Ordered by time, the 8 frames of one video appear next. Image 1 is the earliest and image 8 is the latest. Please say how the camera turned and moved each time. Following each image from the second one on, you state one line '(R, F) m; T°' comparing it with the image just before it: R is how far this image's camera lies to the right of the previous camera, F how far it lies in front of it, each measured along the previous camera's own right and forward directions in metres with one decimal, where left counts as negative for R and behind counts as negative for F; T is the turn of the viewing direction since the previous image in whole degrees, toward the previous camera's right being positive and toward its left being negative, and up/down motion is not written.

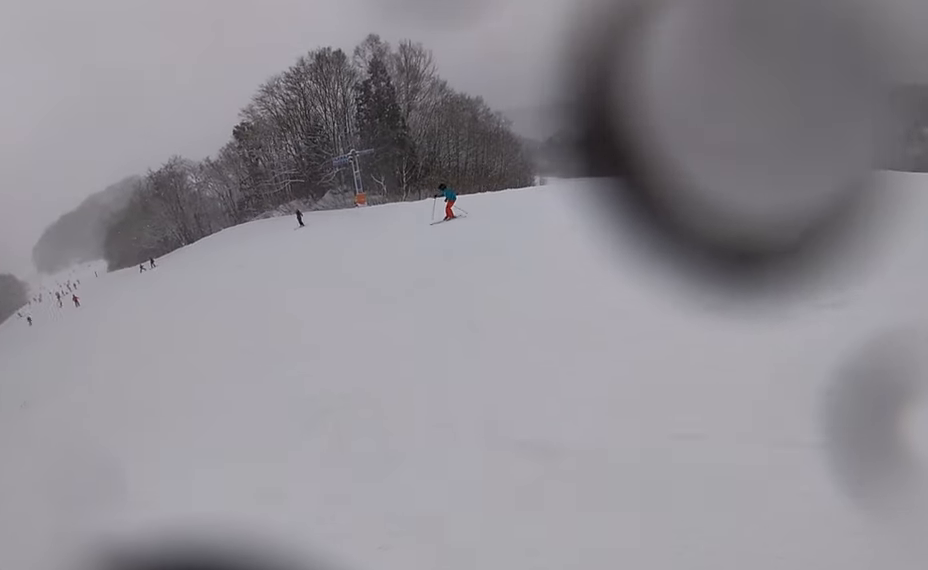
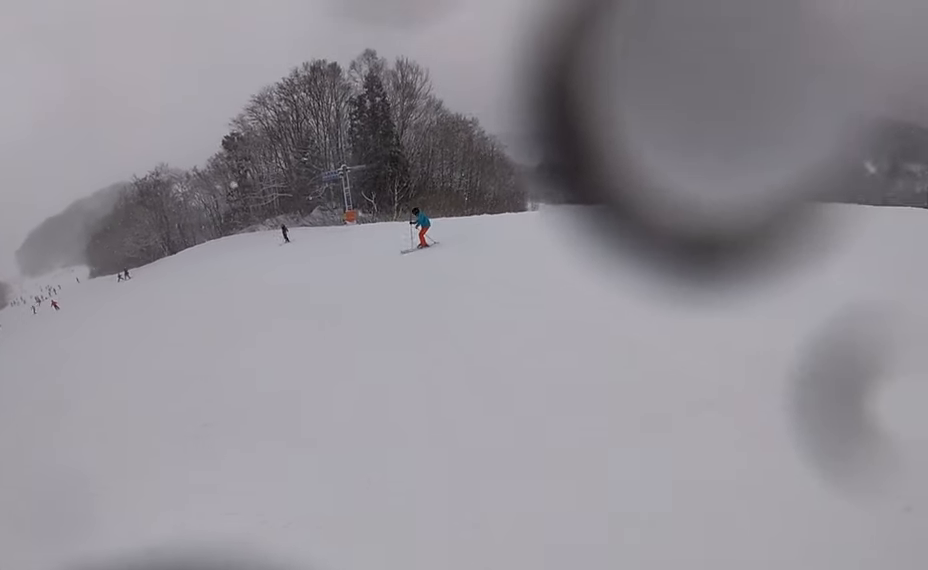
(0.0, +1.9) m; -4°
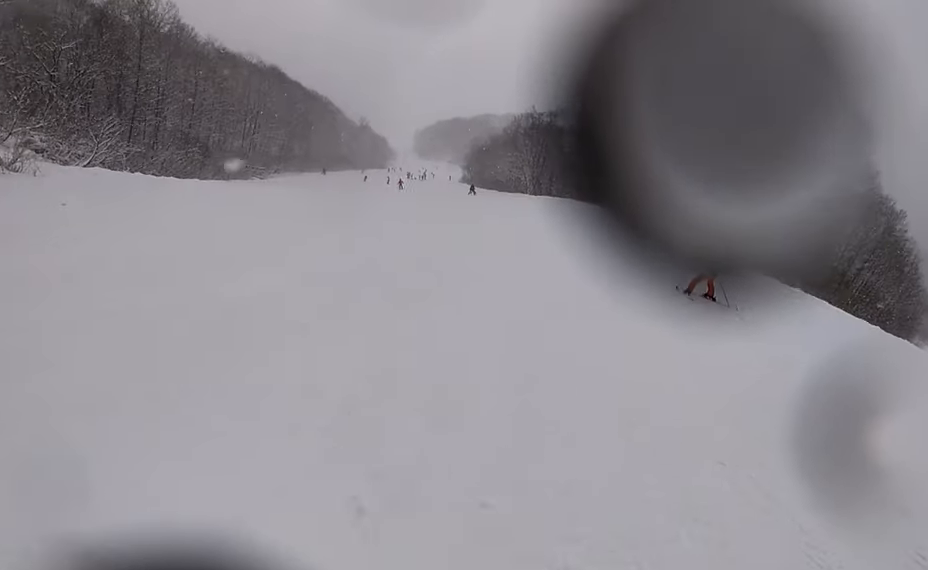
(-0.5, +4.7) m; -8°
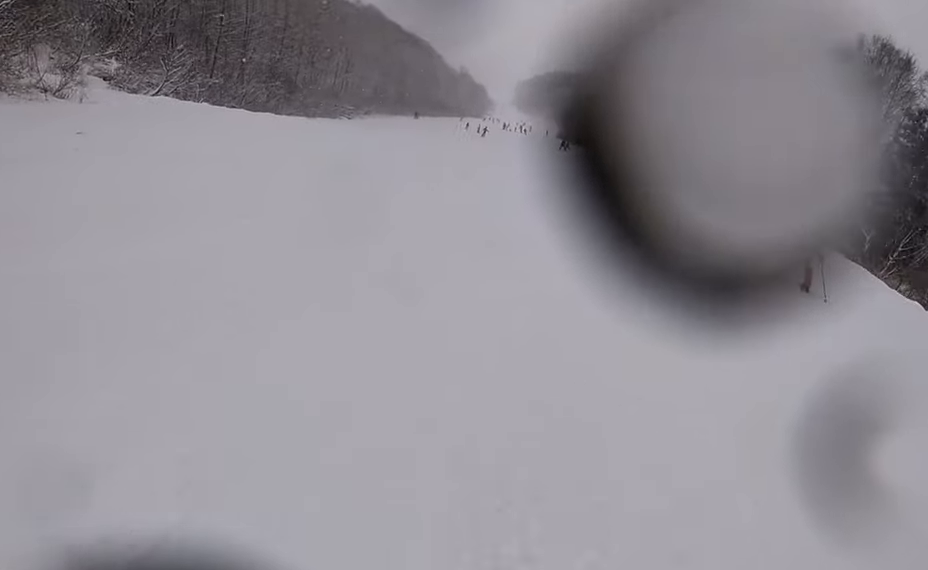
(-0.1, +2.1) m; -5°
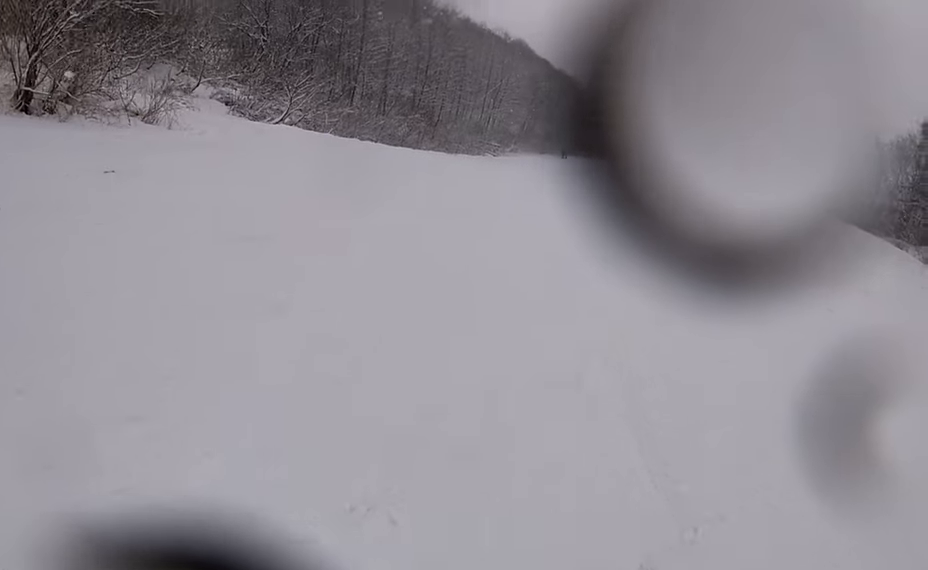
(+0.2, +4.4) m; -26°
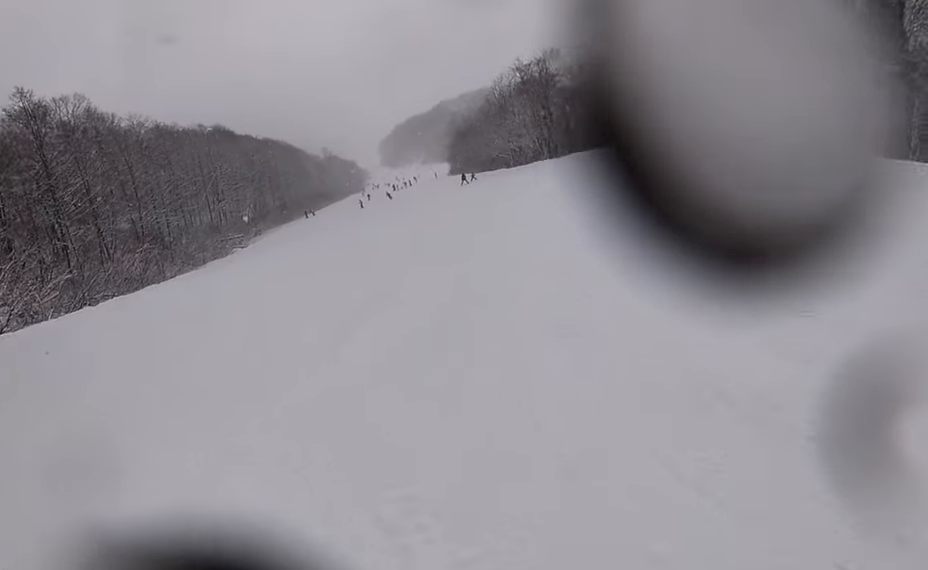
(-1.4, +5.5) m; +12°
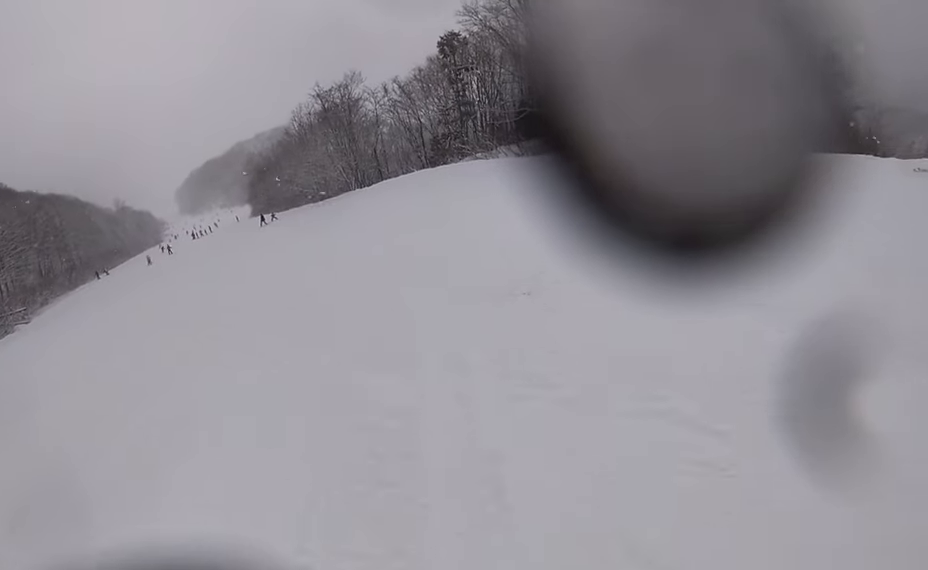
(+1.5, +4.9) m; +19°
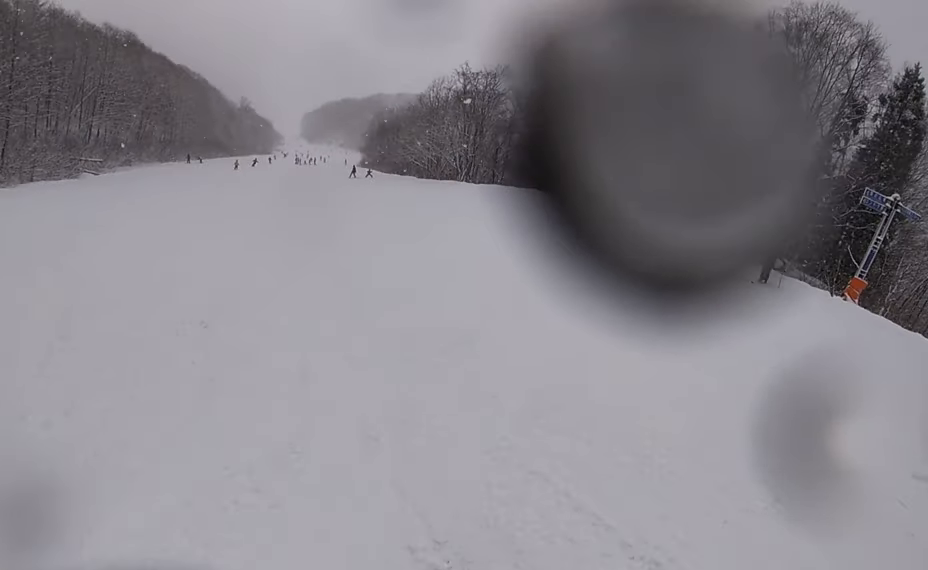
(0.0, +4.4) m; 0°
